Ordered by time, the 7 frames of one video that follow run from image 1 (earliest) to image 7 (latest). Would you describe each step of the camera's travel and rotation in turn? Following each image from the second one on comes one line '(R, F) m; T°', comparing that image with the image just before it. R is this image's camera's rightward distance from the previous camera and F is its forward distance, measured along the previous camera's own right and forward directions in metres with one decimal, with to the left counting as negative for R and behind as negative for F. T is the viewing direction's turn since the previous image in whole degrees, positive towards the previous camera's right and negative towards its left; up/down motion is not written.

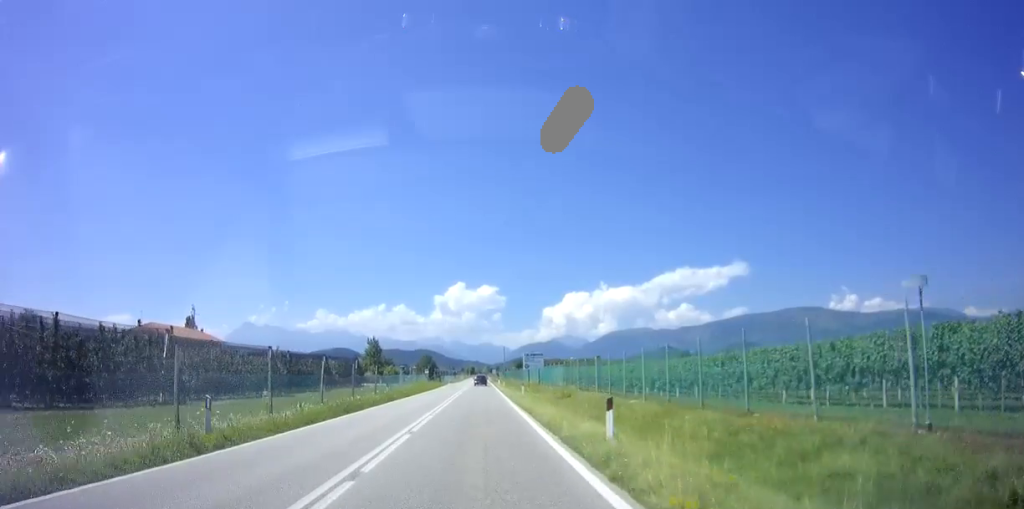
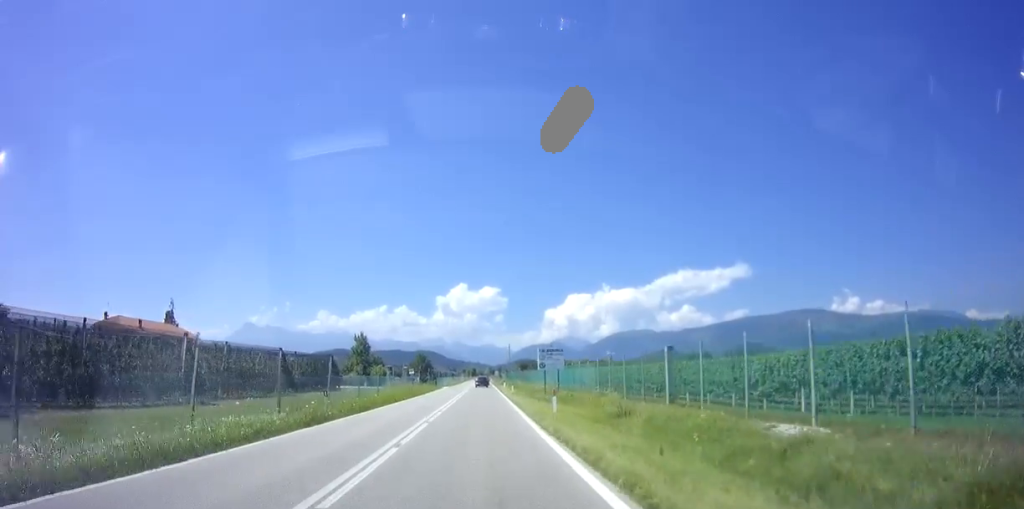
(-0.1, +14.1) m; 0°
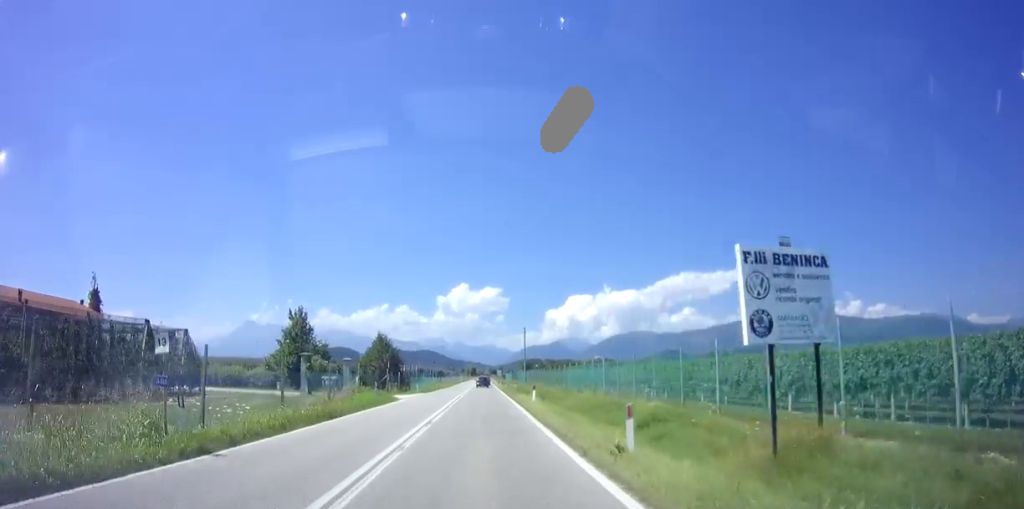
(0.0, +35.2) m; 0°
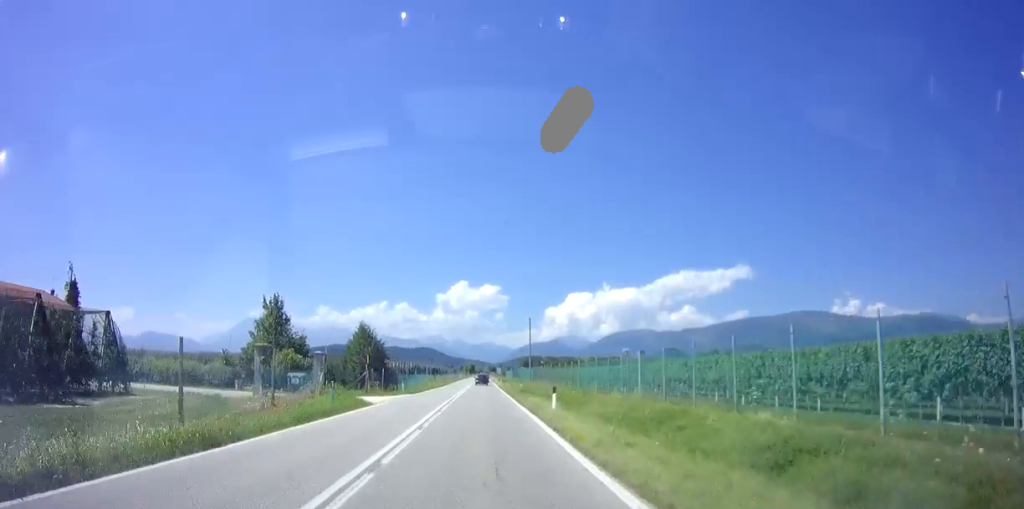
(0.0, +8.1) m; 0°
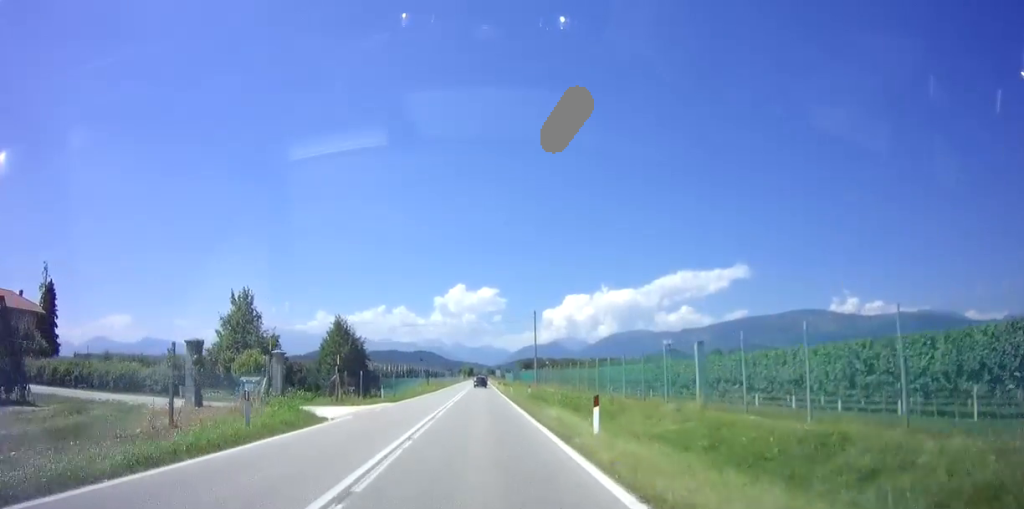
(0.0, +7.5) m; 0°
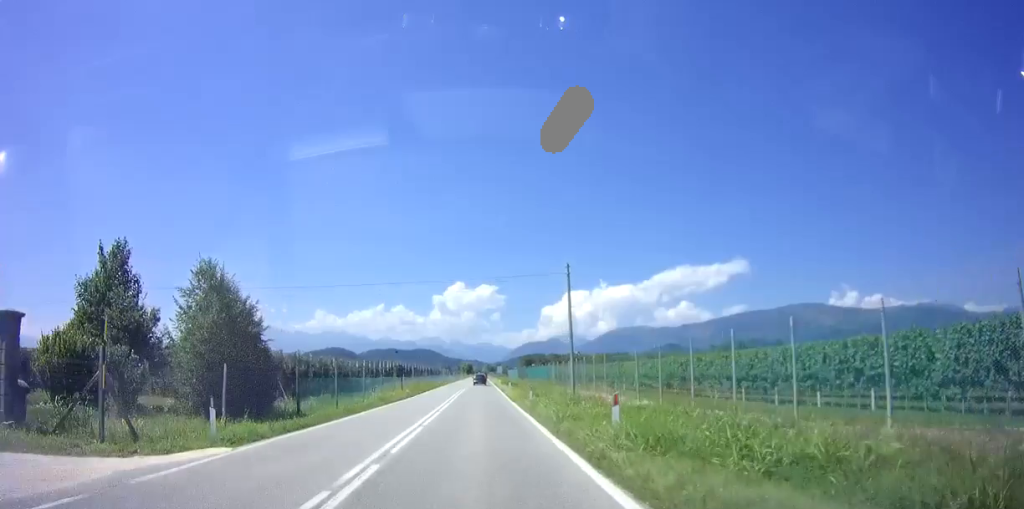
(+0.2, +20.7) m; 0°
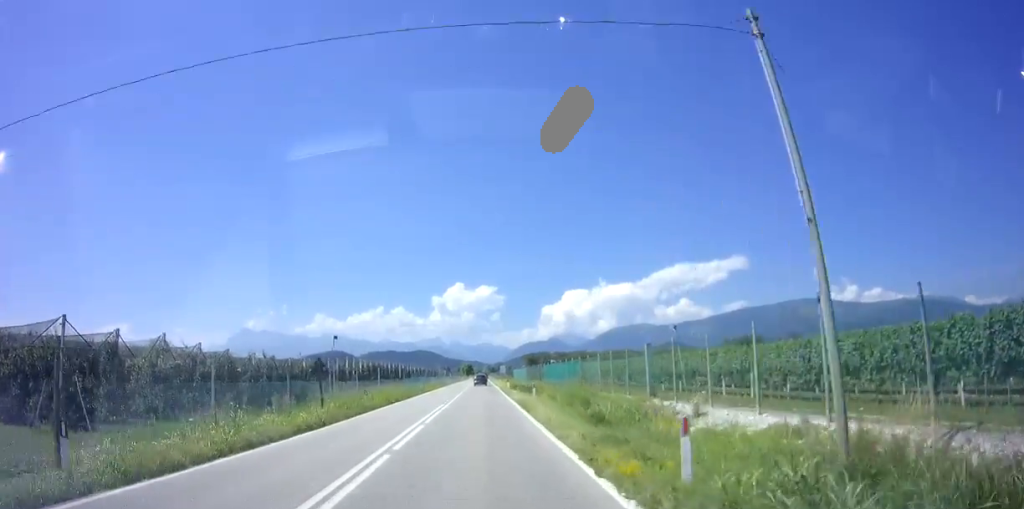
(-0.3, +21.9) m; -1°
